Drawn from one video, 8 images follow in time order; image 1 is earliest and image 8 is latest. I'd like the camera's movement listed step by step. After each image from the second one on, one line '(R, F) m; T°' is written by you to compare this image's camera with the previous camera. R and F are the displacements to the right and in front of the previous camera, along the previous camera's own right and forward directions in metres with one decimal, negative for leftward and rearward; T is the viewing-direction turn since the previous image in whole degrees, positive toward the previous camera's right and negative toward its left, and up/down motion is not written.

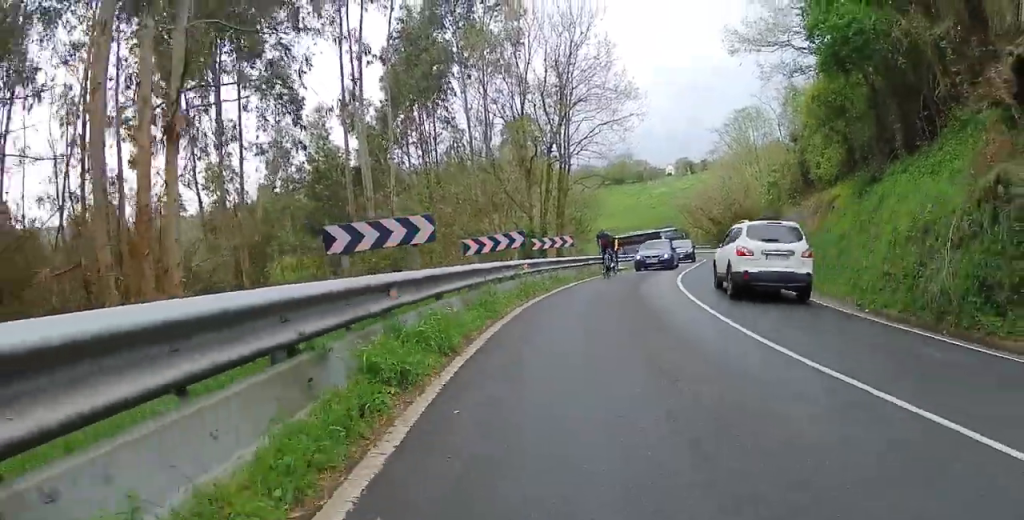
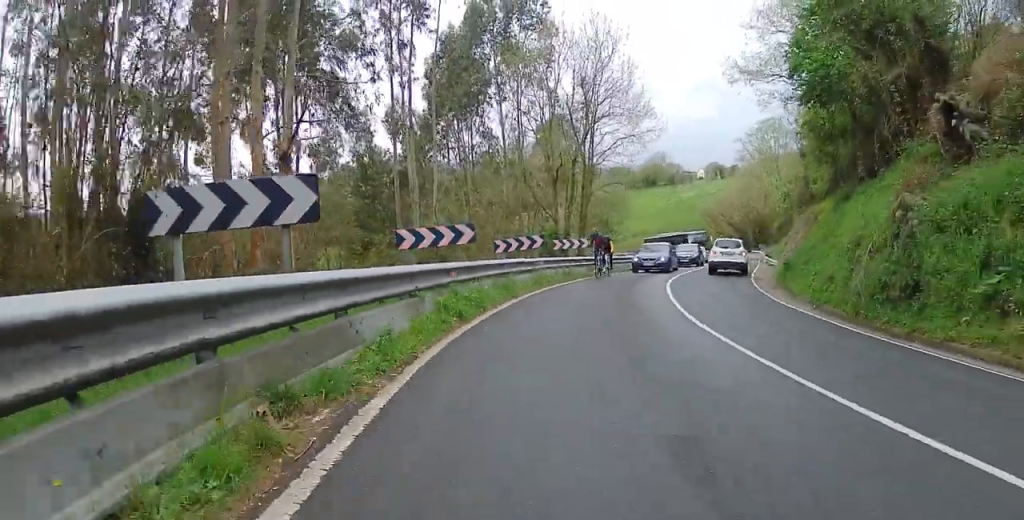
(-0.3, +3.6) m; -6°
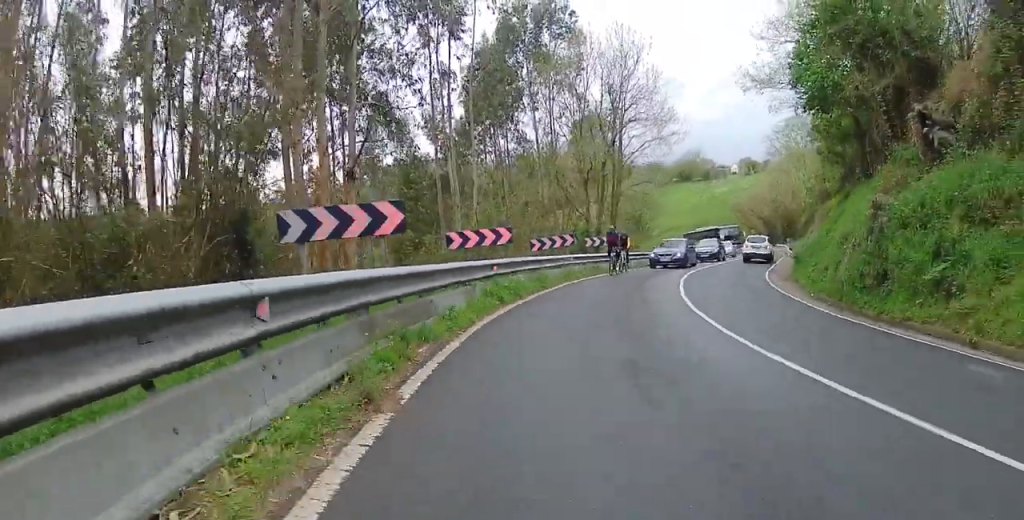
(-0.1, +2.3) m; -3°
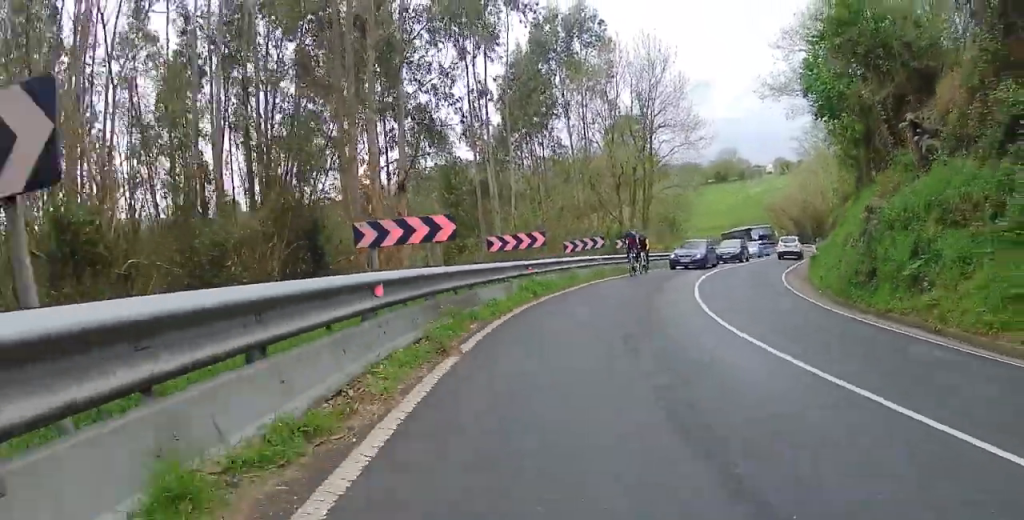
(0.0, +1.8) m; 0°
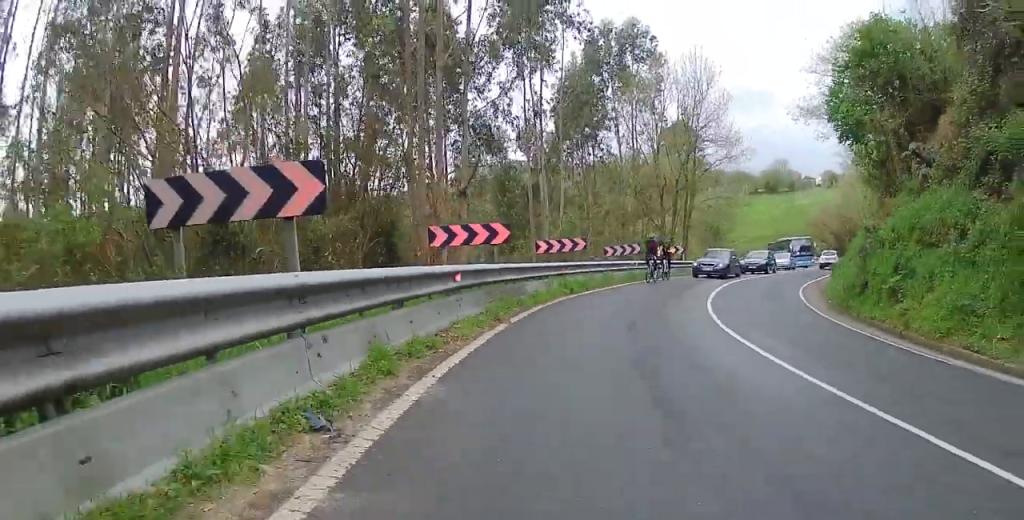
(0.0, +2.3) m; 0°
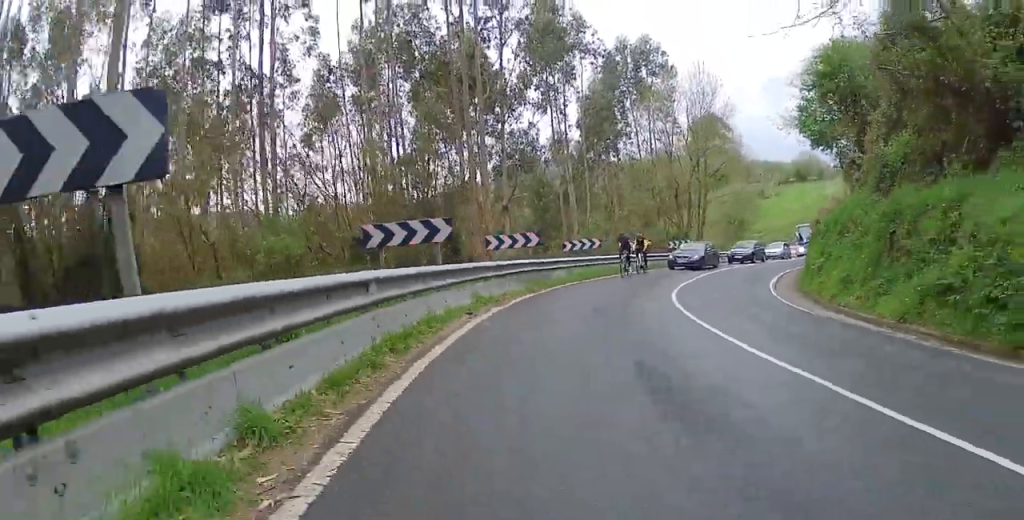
(-0.3, +5.4) m; -10°
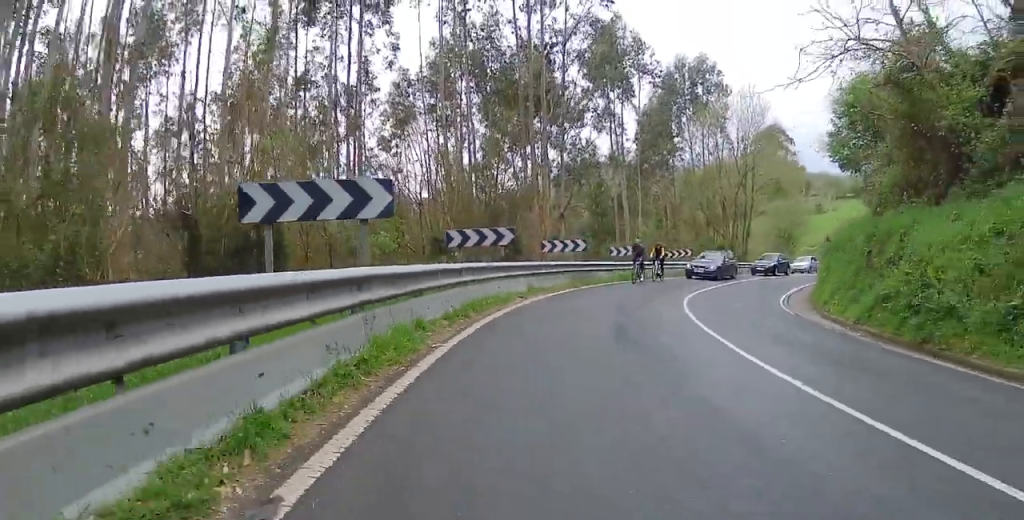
(-0.2, +3.2) m; -10°
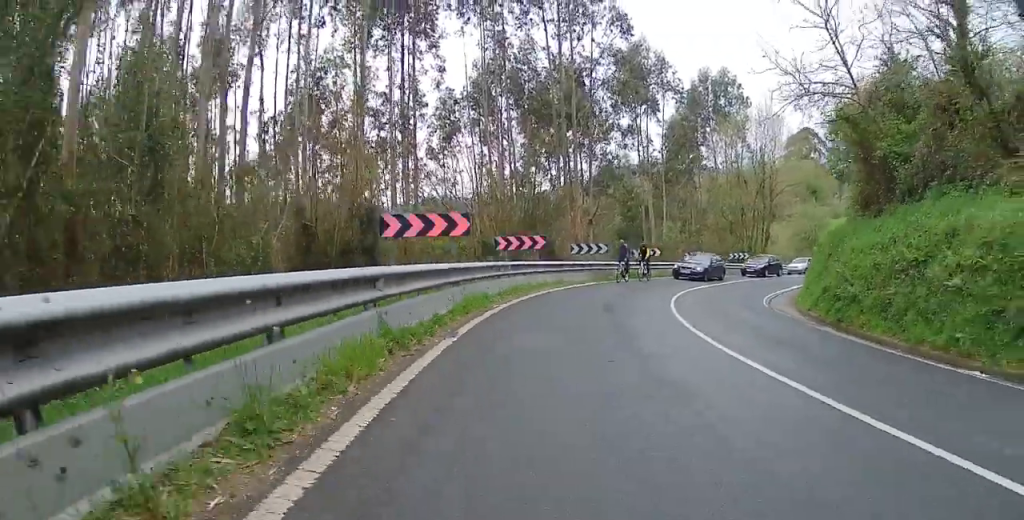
(-0.5, +4.6) m; -6°
